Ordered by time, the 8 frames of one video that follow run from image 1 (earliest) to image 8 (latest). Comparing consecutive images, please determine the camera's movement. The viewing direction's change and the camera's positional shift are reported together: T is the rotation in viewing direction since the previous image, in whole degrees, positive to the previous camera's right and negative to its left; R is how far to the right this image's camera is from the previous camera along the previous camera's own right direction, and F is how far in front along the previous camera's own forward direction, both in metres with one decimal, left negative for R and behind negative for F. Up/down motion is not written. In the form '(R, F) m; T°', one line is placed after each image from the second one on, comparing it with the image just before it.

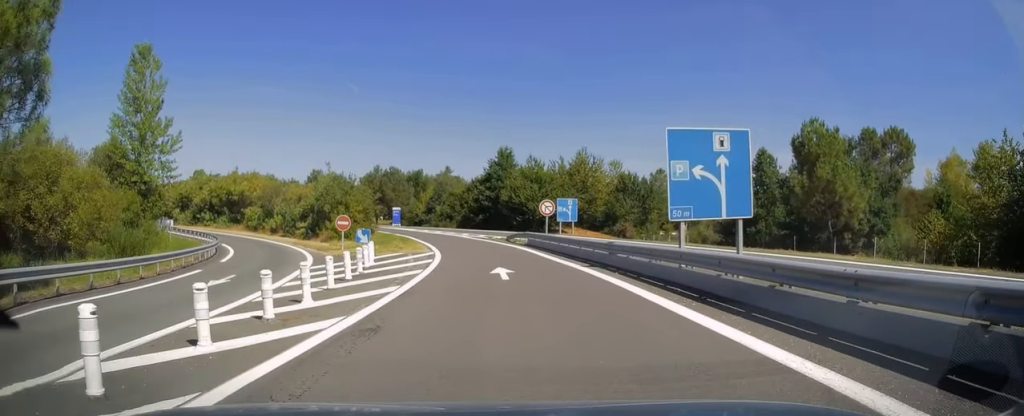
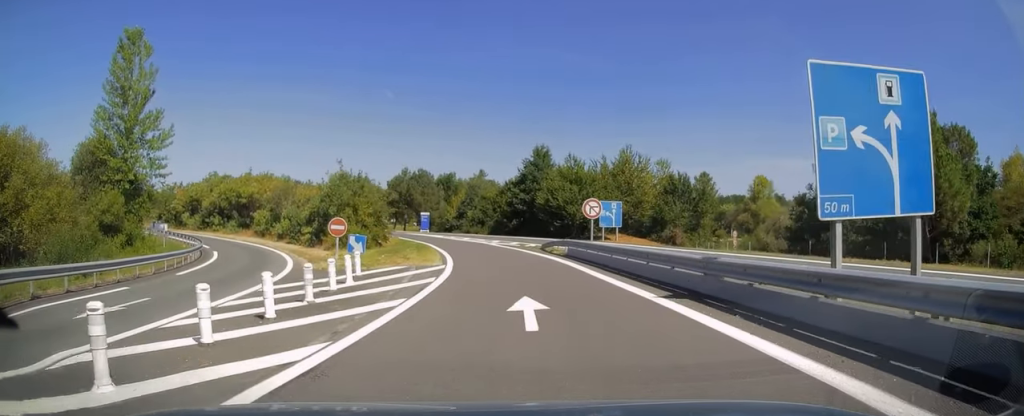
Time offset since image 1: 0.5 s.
(-0.1, +7.1) m; -3°
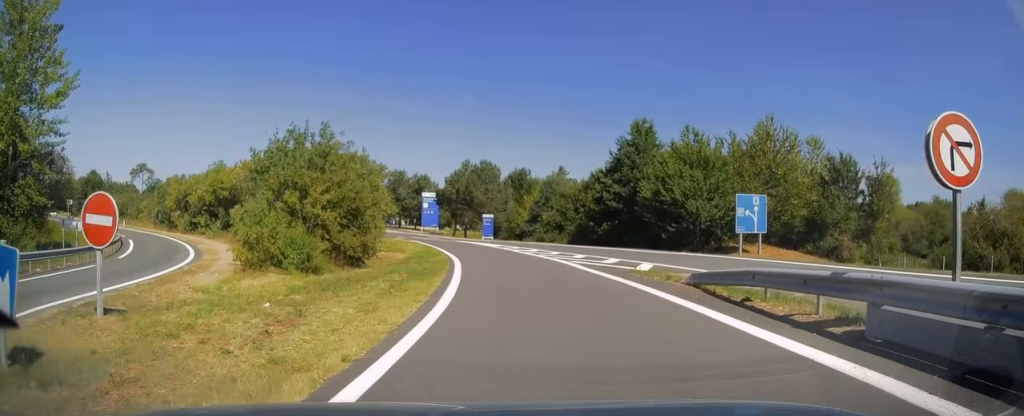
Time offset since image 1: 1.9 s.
(-1.3, +20.8) m; -7°
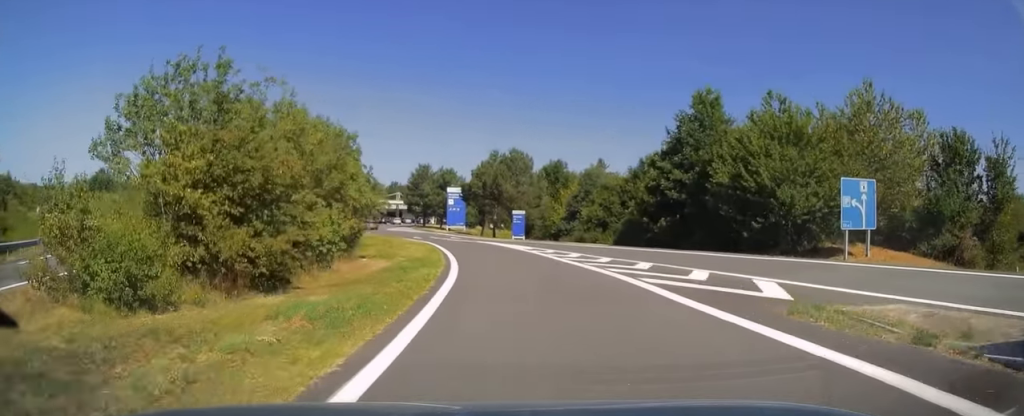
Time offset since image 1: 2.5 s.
(0.0, +10.2) m; -4°
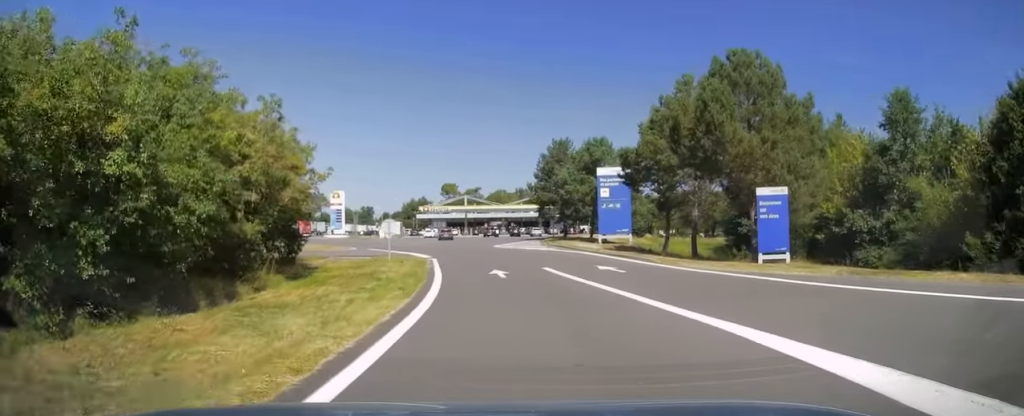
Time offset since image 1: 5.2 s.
(-5.7, +40.9) m; -15°
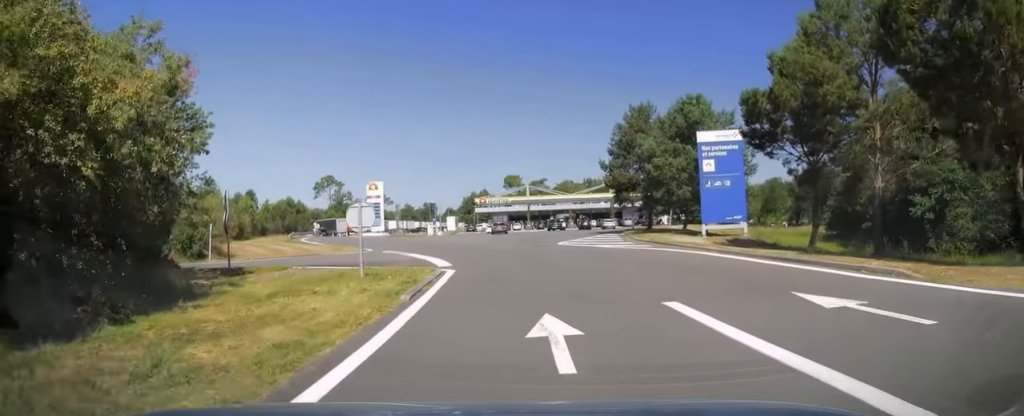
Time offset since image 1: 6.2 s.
(-0.5, +14.6) m; -5°
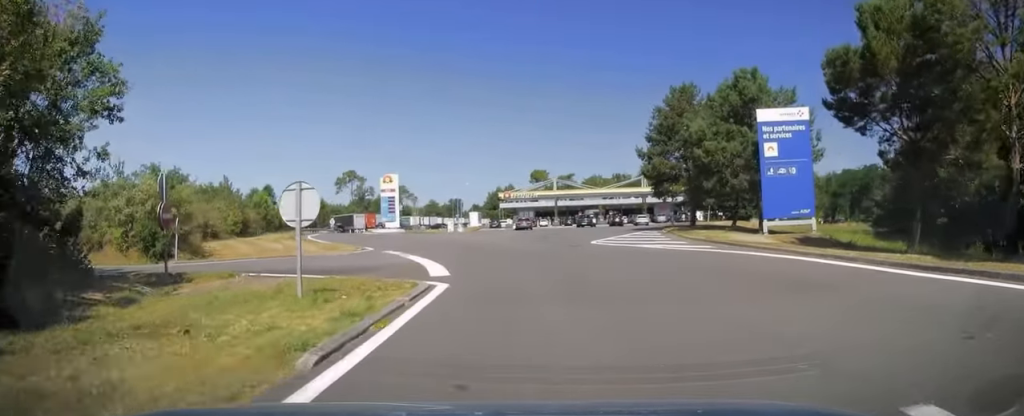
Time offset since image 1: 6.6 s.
(0.0, +6.3) m; -2°
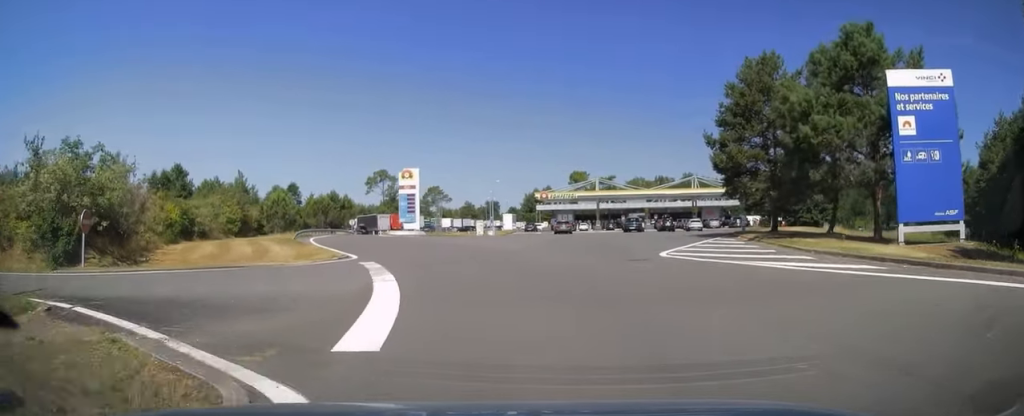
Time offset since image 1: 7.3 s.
(-0.7, +9.5) m; -4°
